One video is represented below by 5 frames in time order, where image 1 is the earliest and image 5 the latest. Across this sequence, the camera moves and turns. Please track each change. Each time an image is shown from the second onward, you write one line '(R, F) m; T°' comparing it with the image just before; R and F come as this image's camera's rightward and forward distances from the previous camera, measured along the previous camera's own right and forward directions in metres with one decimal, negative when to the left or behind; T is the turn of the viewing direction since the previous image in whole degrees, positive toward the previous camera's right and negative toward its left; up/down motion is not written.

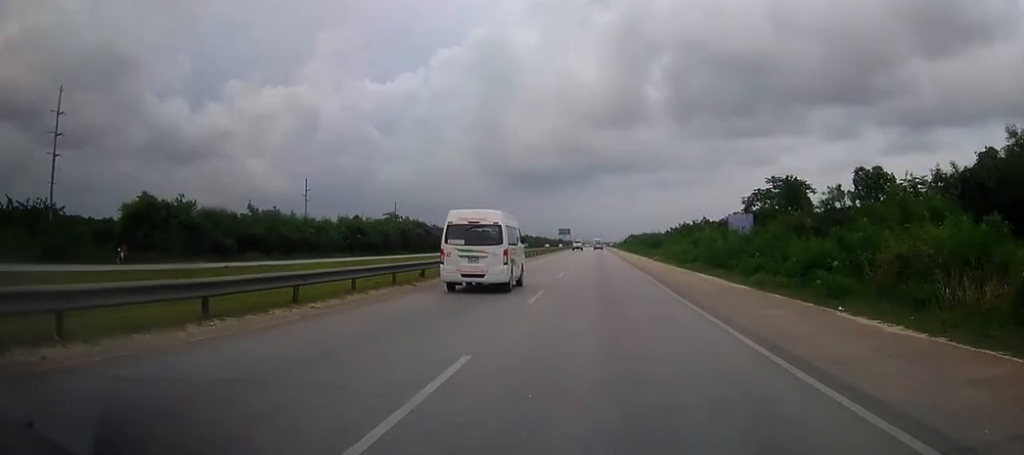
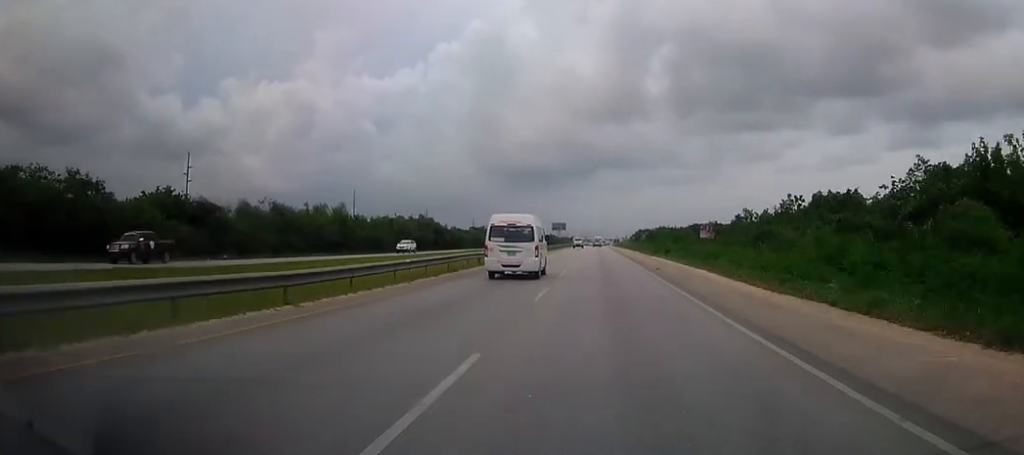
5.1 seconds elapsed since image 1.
(-0.3, +131.2) m; 0°
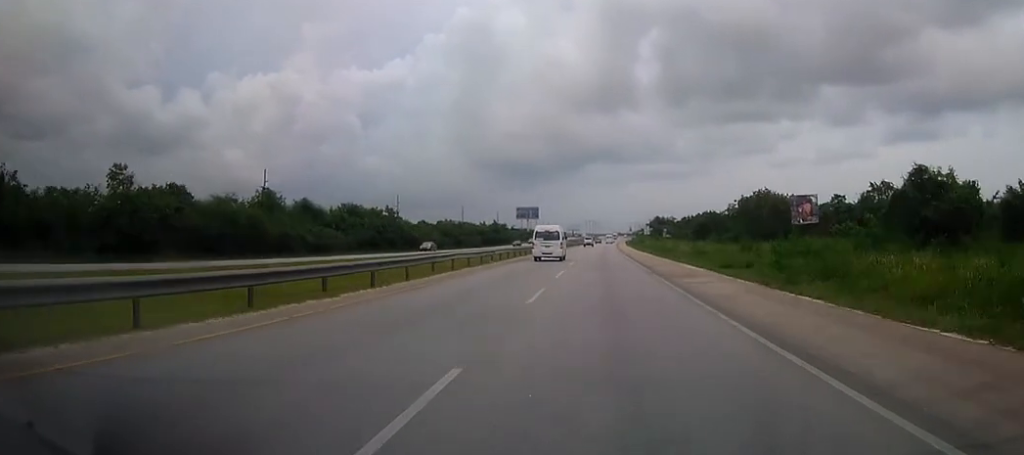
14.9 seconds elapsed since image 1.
(+1.3, +237.9) m; +1°
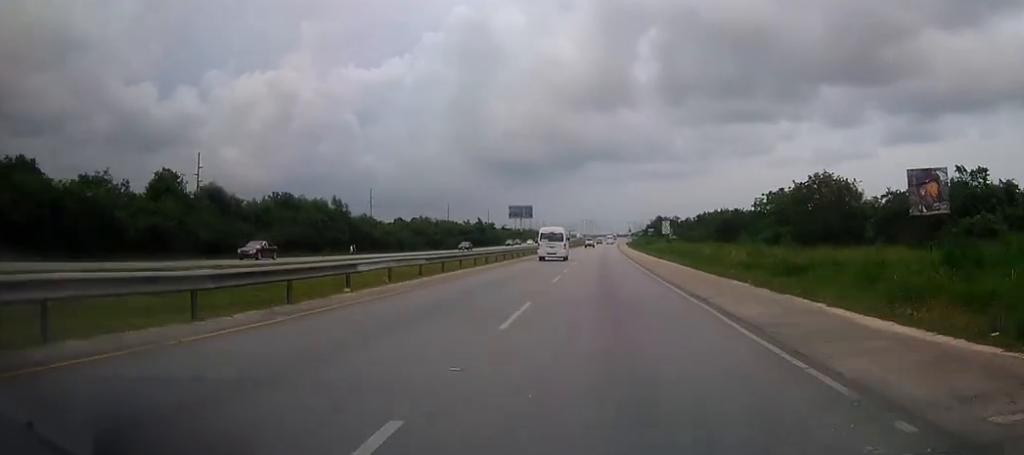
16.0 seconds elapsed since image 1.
(+0.2, +23.8) m; 0°
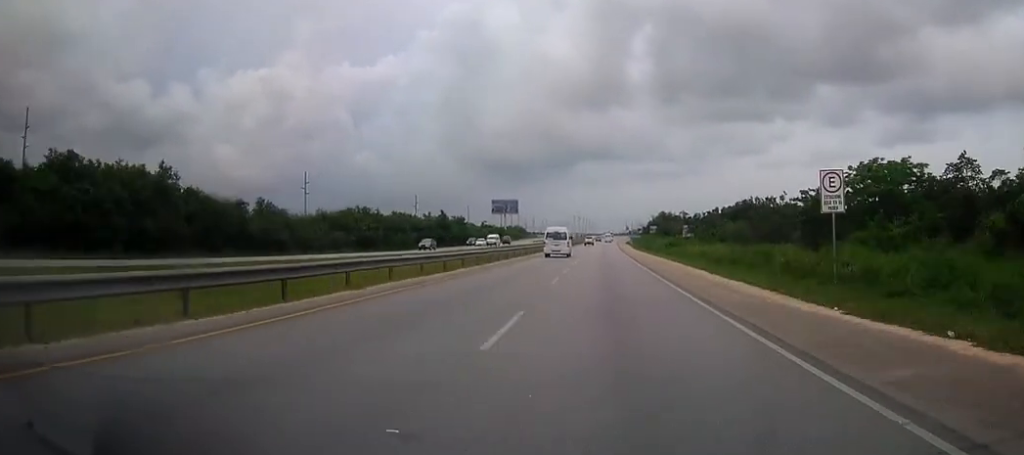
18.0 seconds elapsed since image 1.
(+0.3, +43.9) m; +1°
